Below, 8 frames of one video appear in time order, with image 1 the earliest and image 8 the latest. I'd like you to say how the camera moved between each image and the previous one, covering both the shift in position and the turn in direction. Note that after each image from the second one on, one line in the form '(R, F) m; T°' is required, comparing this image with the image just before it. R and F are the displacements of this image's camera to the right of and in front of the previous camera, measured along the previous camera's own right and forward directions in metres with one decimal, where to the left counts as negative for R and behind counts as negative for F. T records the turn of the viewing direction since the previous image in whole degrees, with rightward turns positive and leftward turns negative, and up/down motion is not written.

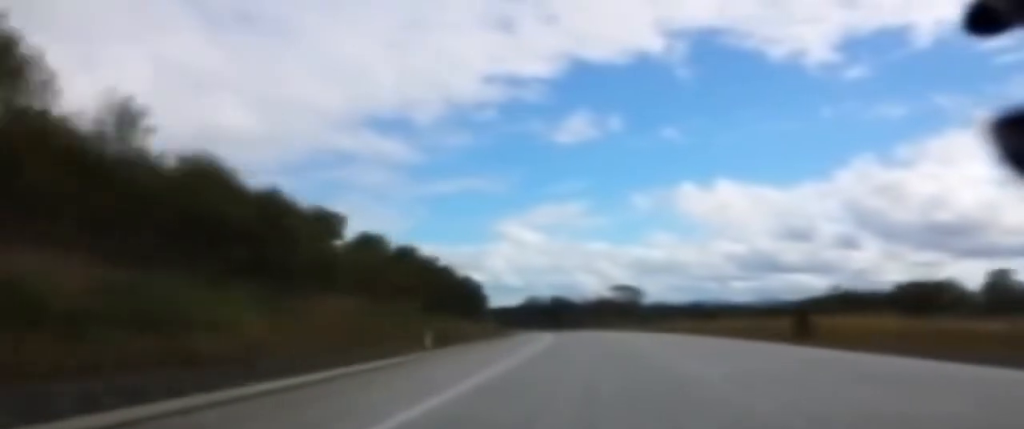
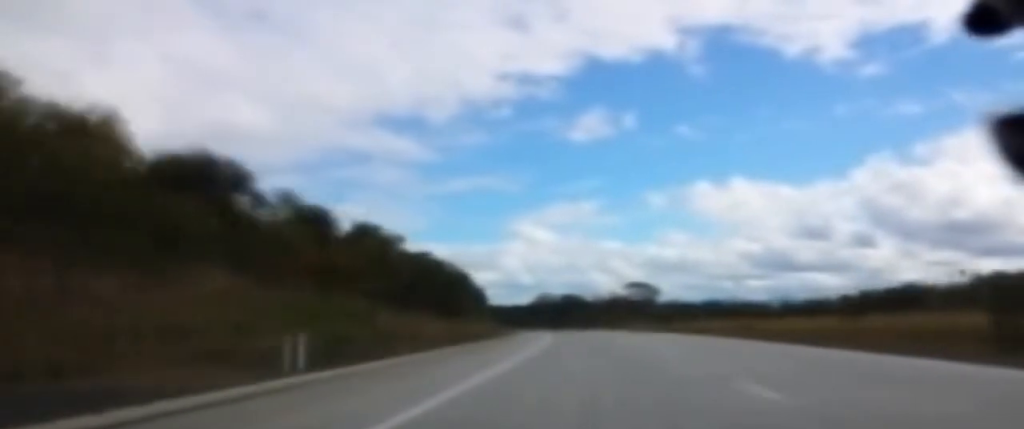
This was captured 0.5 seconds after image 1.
(-0.1, +16.3) m; -1°
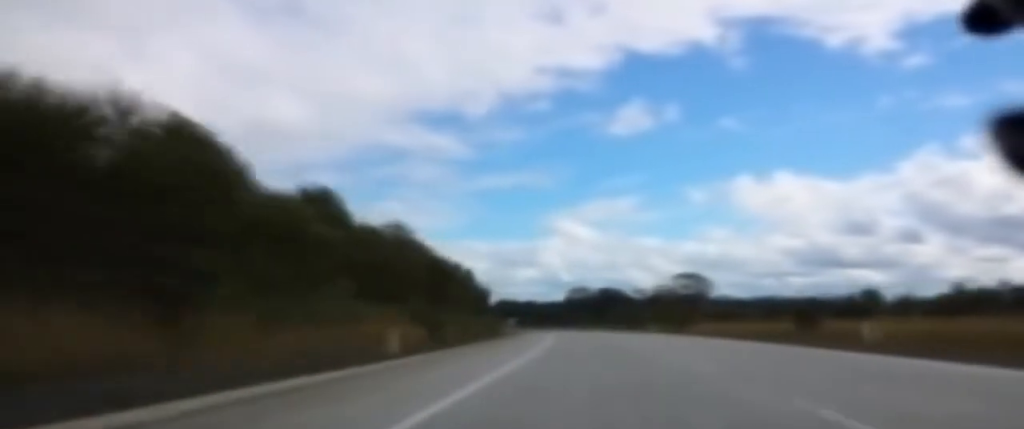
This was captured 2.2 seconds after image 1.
(-1.0, +51.0) m; -2°
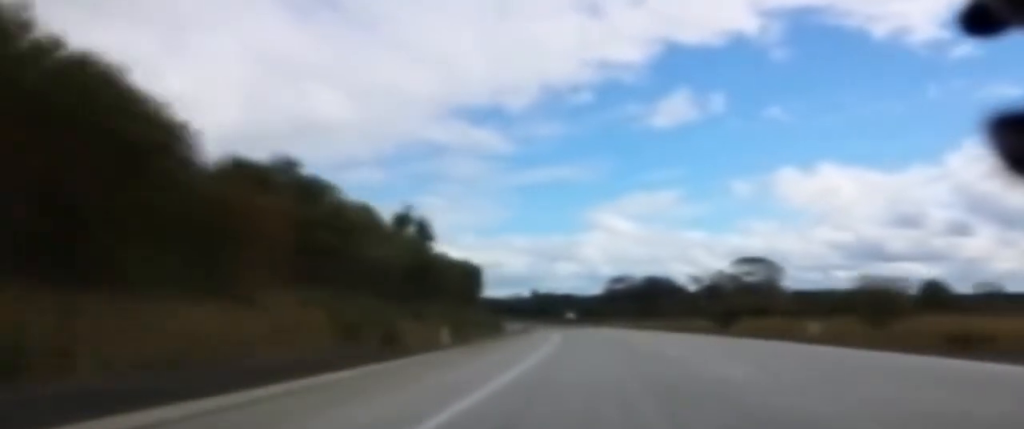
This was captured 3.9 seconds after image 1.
(-0.9, +52.5) m; -2°
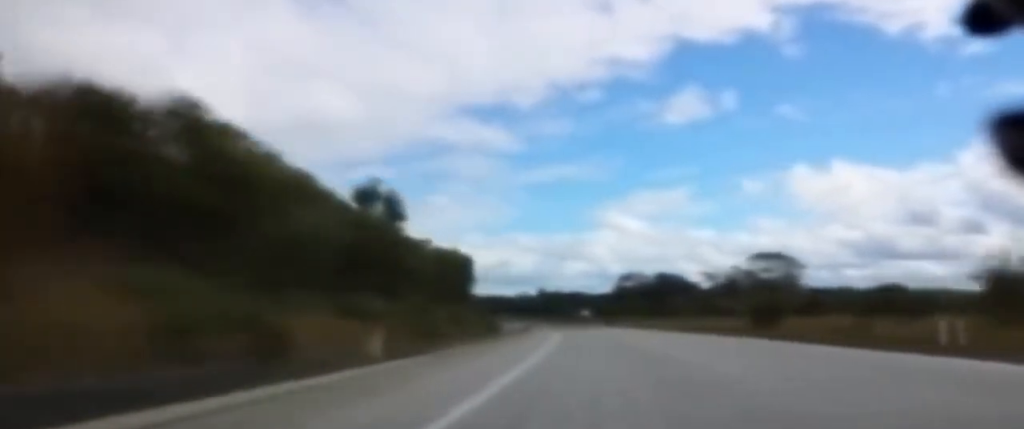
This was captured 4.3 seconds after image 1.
(-0.2, +12.4) m; -1°
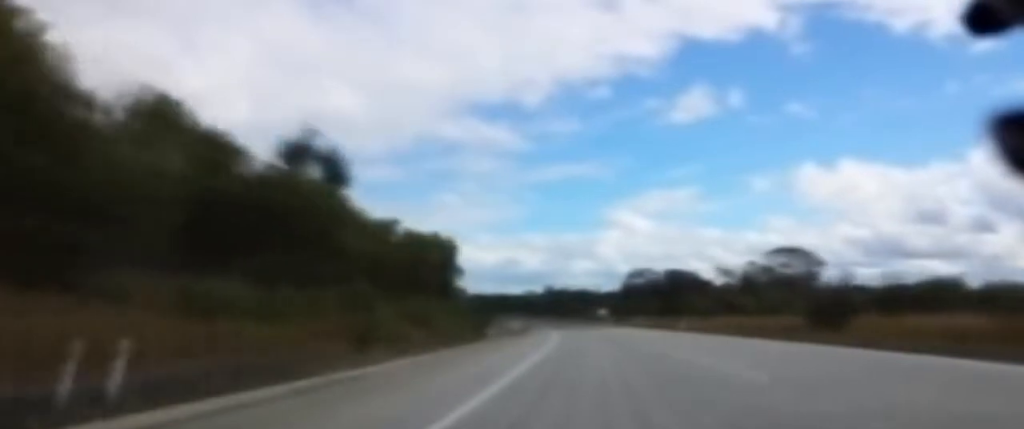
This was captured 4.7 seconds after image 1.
(0.0, +13.4) m; -1°
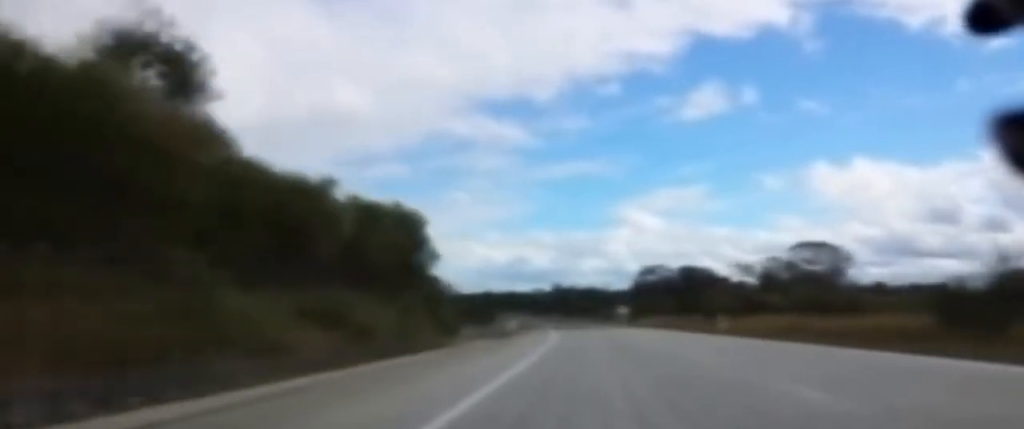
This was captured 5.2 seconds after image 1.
(-0.2, +15.4) m; -1°
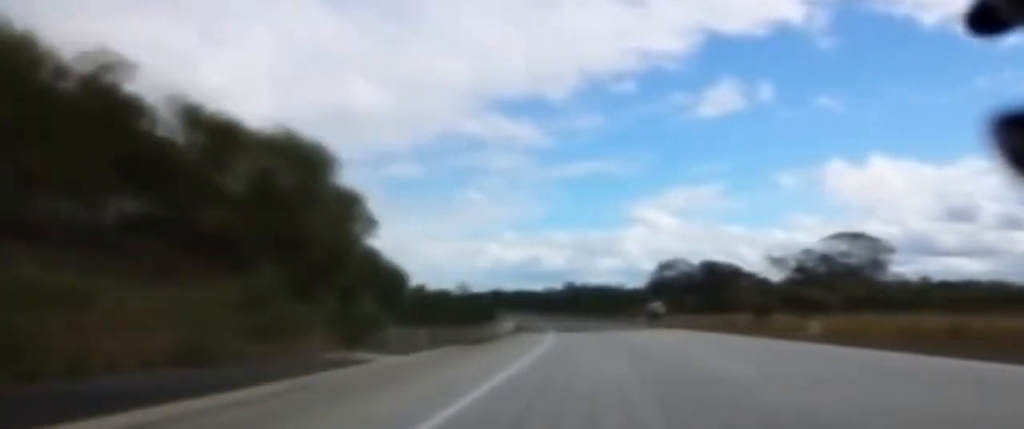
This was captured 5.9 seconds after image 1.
(-0.3, +19.6) m; -1°
